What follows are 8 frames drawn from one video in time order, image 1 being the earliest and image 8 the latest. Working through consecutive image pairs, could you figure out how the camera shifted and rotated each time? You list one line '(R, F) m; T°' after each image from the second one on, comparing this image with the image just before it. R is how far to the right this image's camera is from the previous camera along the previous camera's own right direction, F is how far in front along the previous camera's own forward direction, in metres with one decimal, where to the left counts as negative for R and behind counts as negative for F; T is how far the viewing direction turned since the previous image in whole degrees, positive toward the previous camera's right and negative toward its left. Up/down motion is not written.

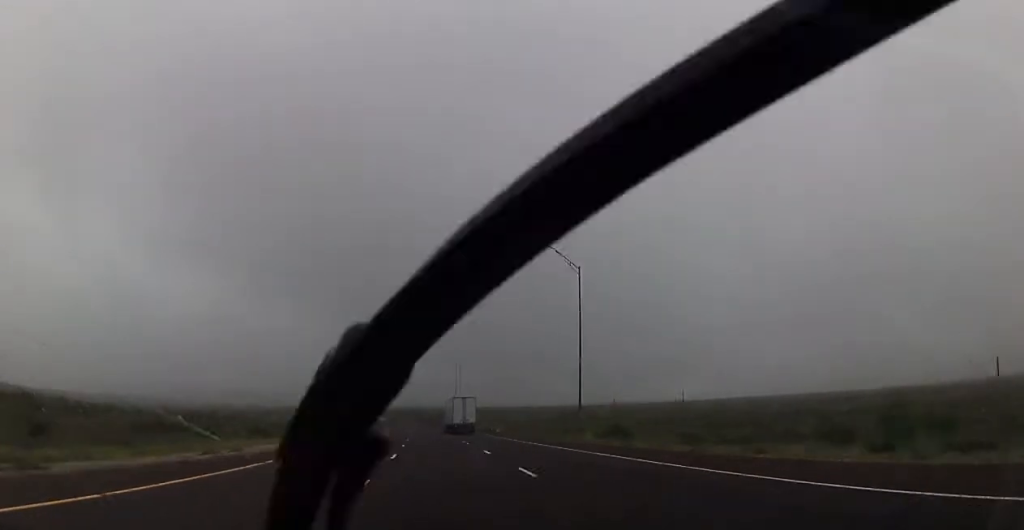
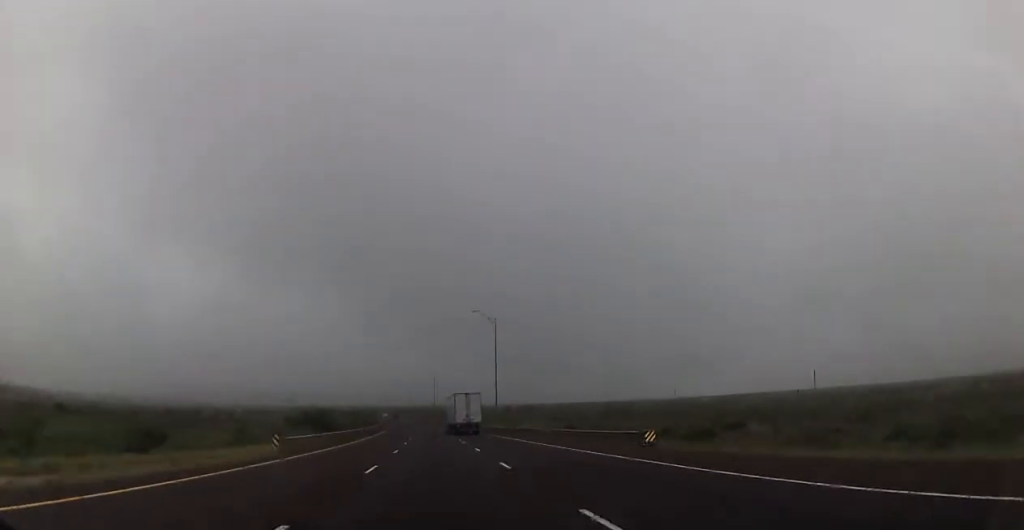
(-1.3, +56.2) m; -2°
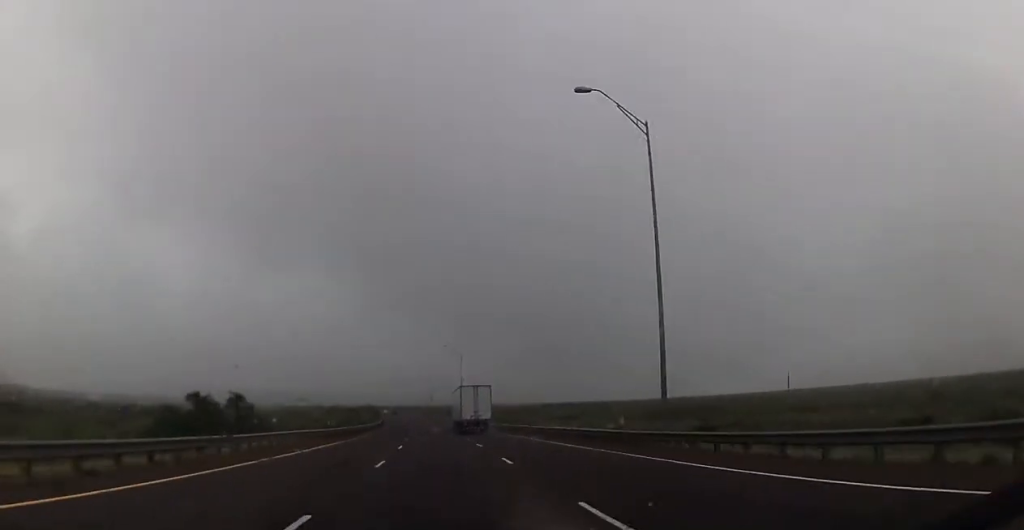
(-0.9, +60.7) m; -2°
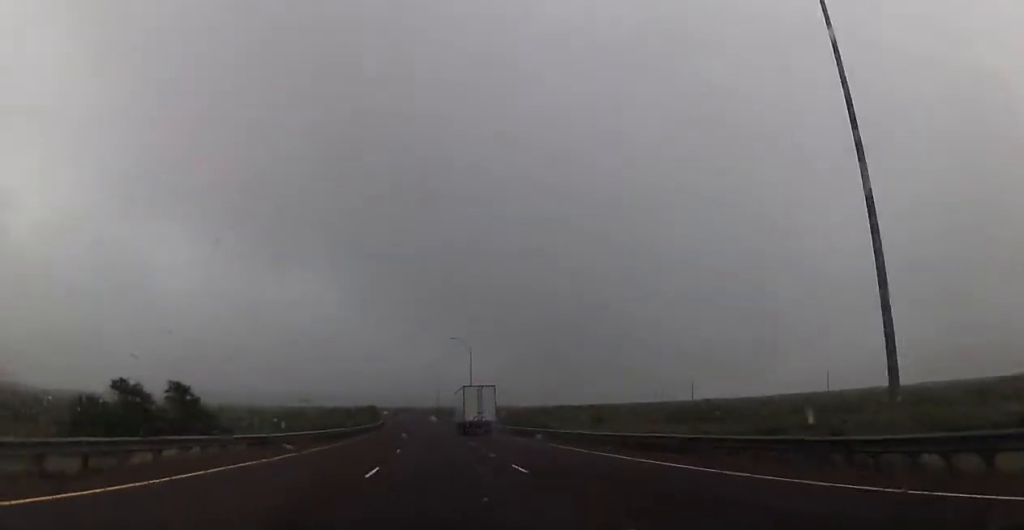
(-0.1, +14.9) m; 0°
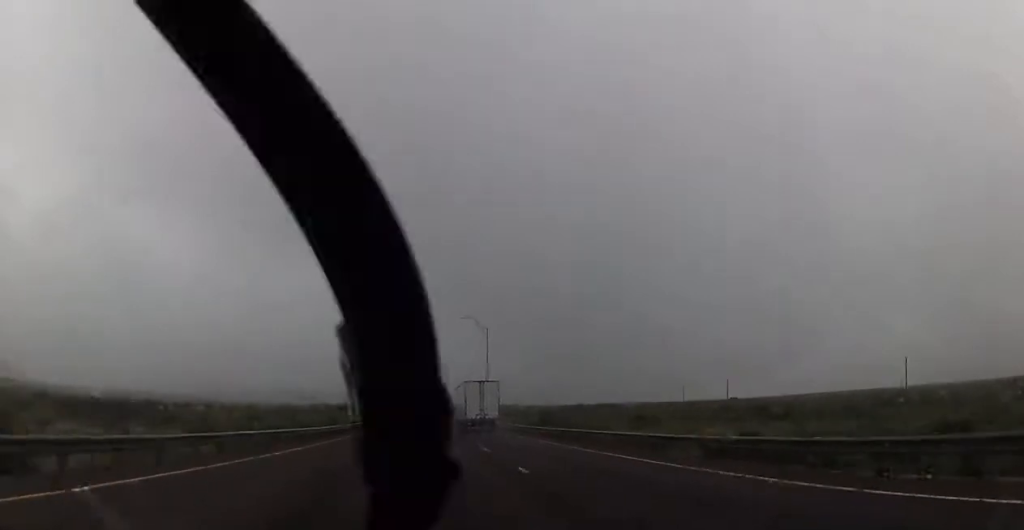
(-0.1, +25.1) m; -1°
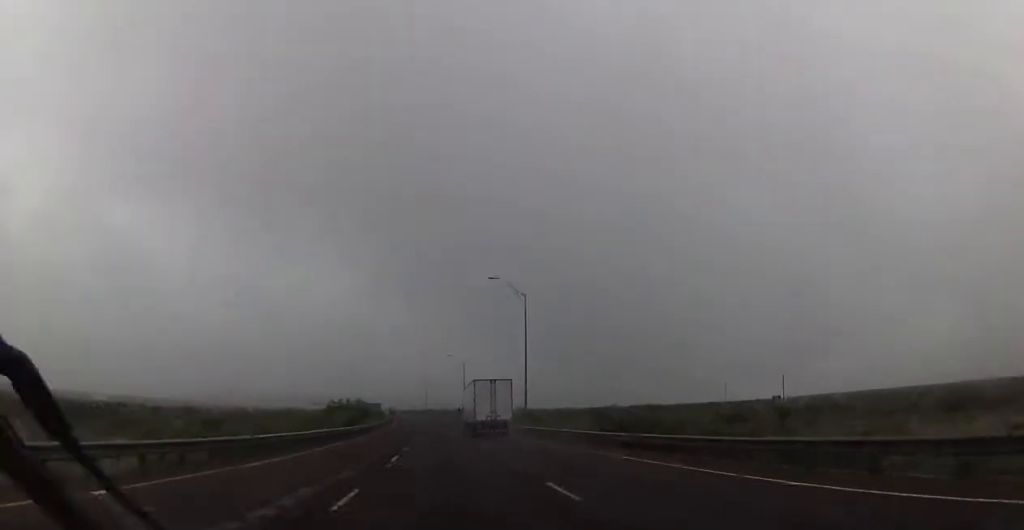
(-0.3, +29.8) m; -1°
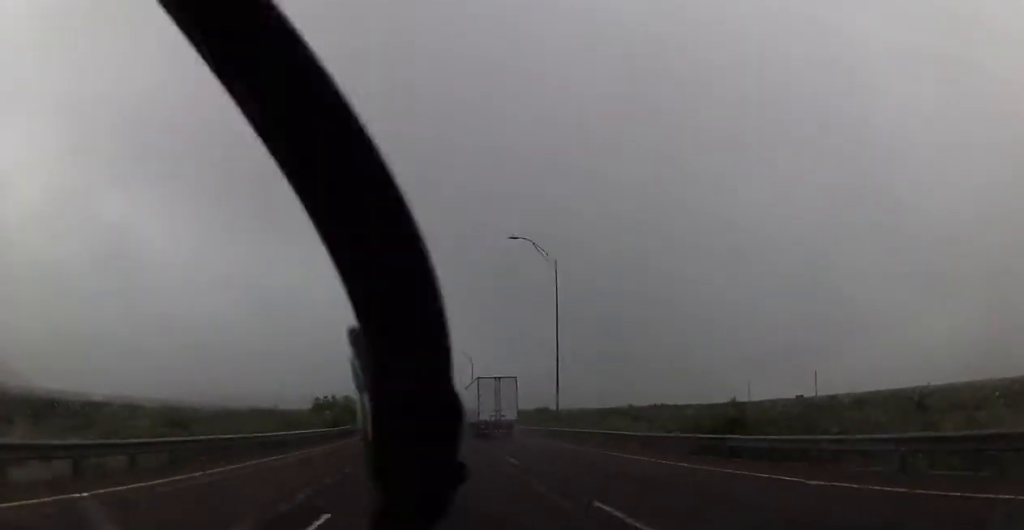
(-0.1, +16.0) m; -1°
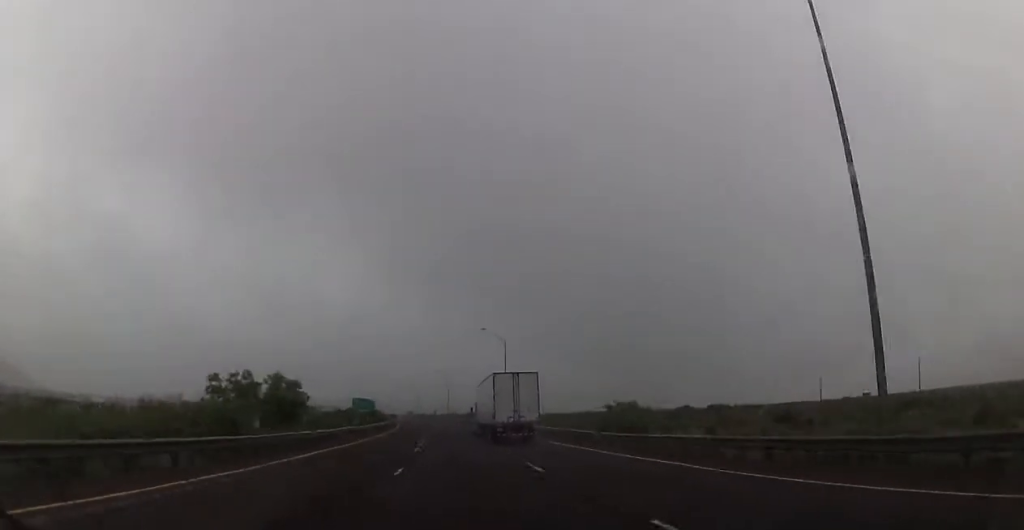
(-0.6, +38.9) m; -1°
